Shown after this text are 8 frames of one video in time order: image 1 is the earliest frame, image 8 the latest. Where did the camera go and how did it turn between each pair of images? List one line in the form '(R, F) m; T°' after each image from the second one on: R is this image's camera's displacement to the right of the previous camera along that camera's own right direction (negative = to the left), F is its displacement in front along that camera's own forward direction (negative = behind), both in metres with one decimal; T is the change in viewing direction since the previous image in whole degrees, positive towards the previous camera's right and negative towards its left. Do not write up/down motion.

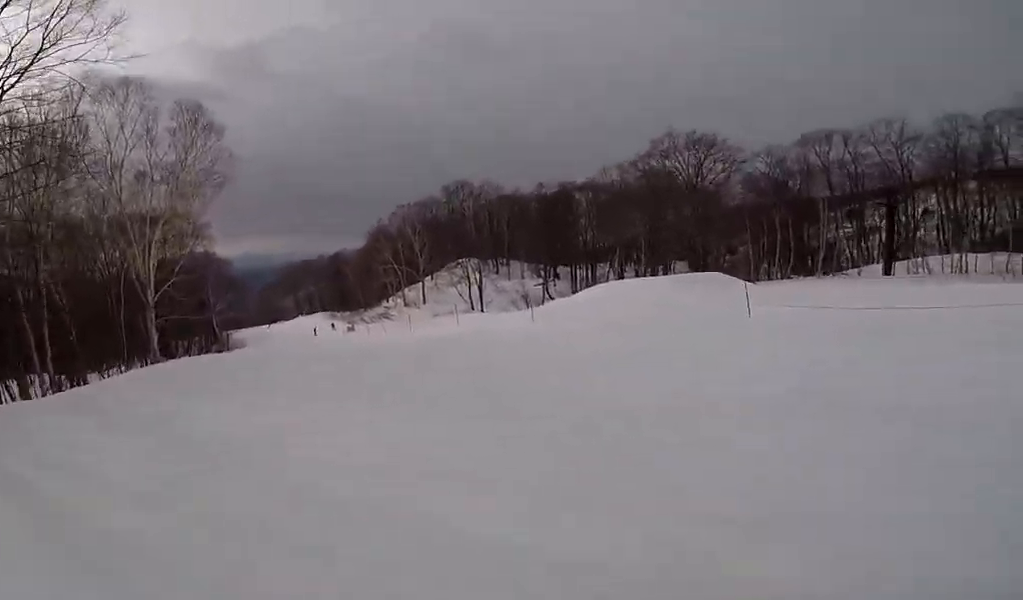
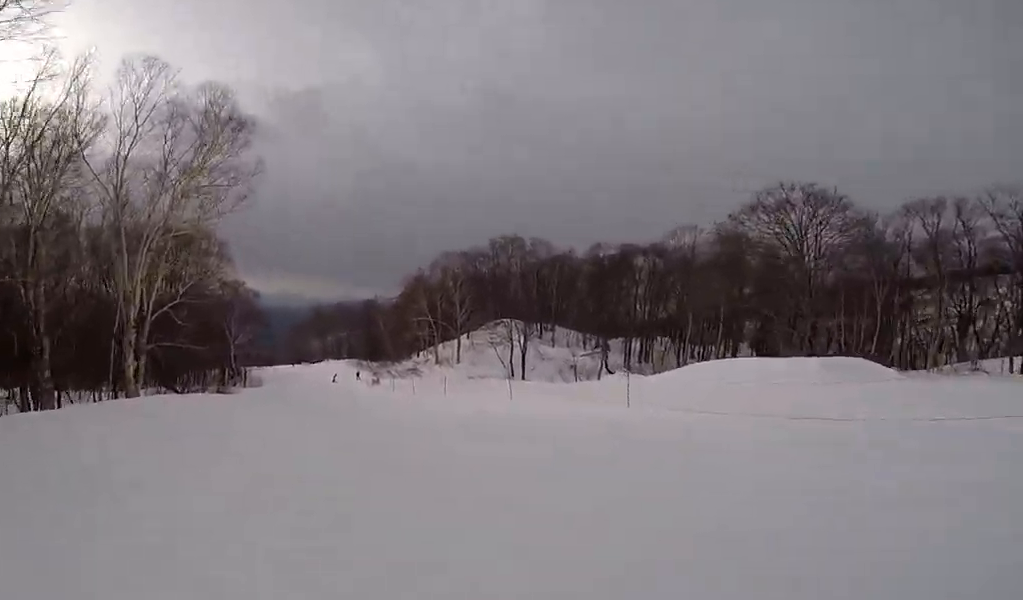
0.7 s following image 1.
(+0.9, +6.6) m; 0°
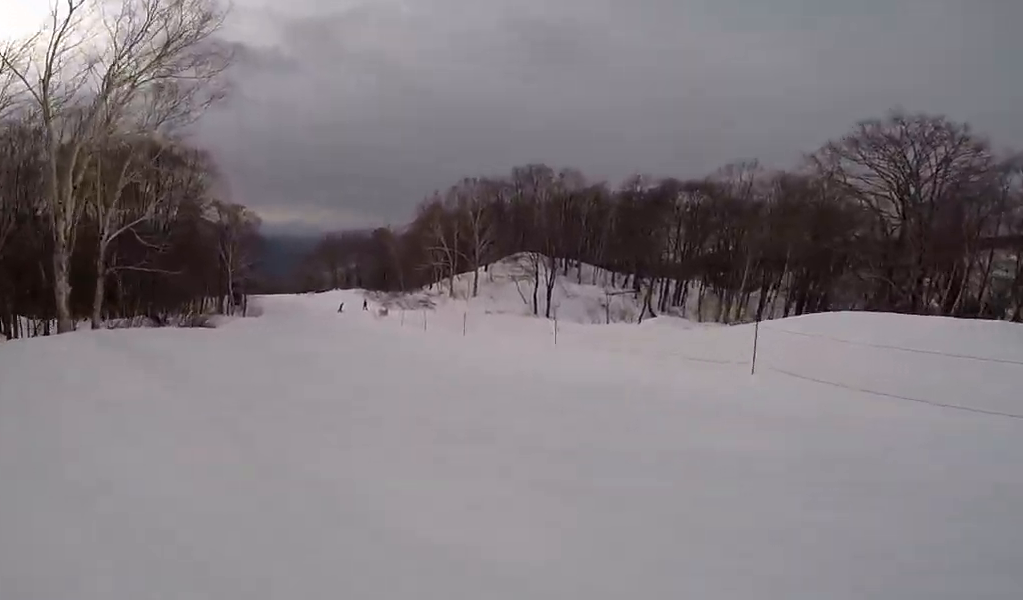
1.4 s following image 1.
(-0.7, +5.6) m; -11°
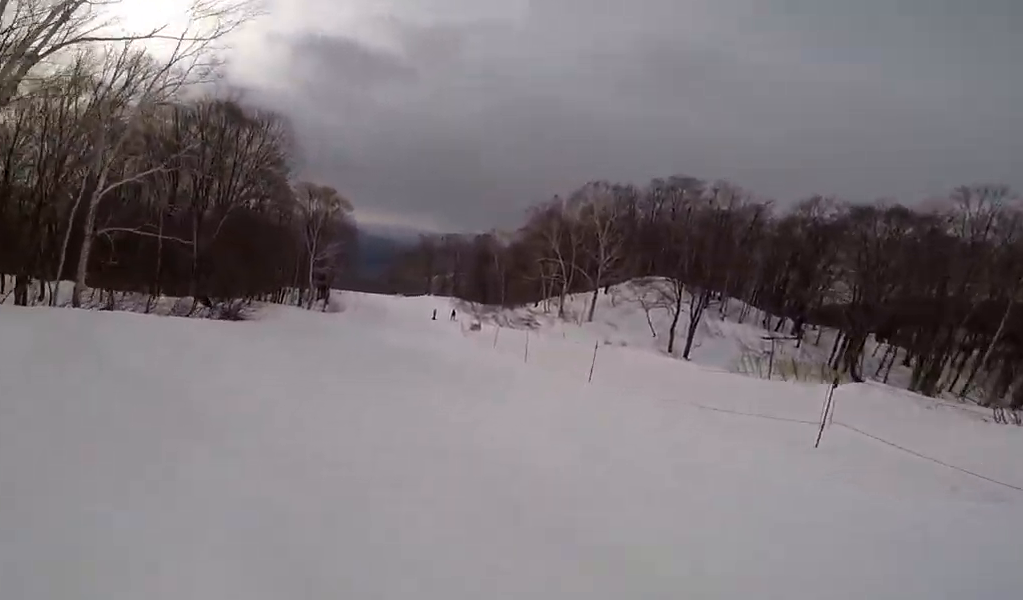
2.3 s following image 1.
(-1.4, +8.7) m; -11°
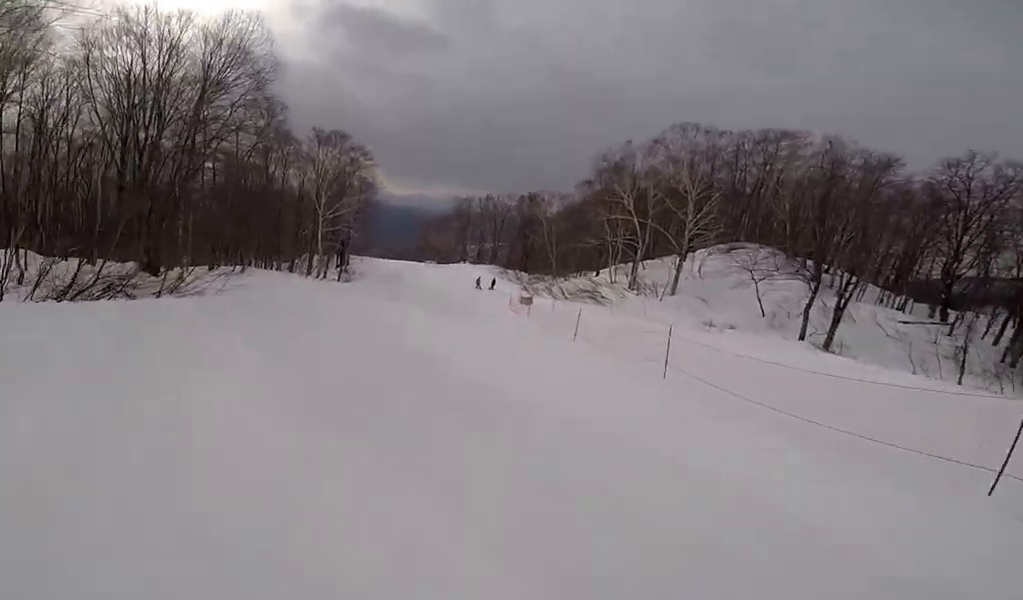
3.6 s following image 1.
(-0.3, +12.2) m; +6°
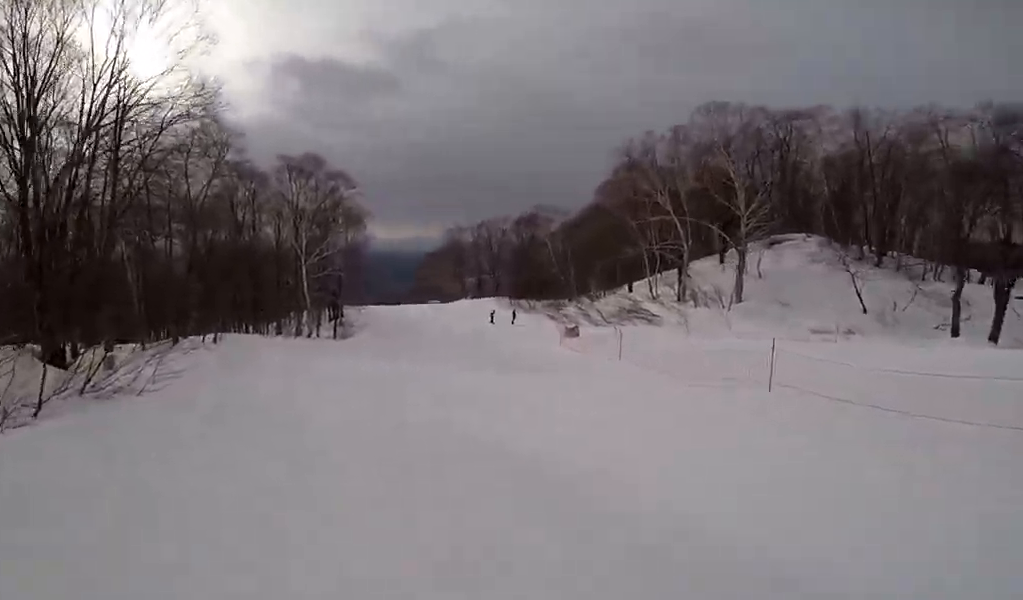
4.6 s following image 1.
(+0.9, +10.0) m; +2°
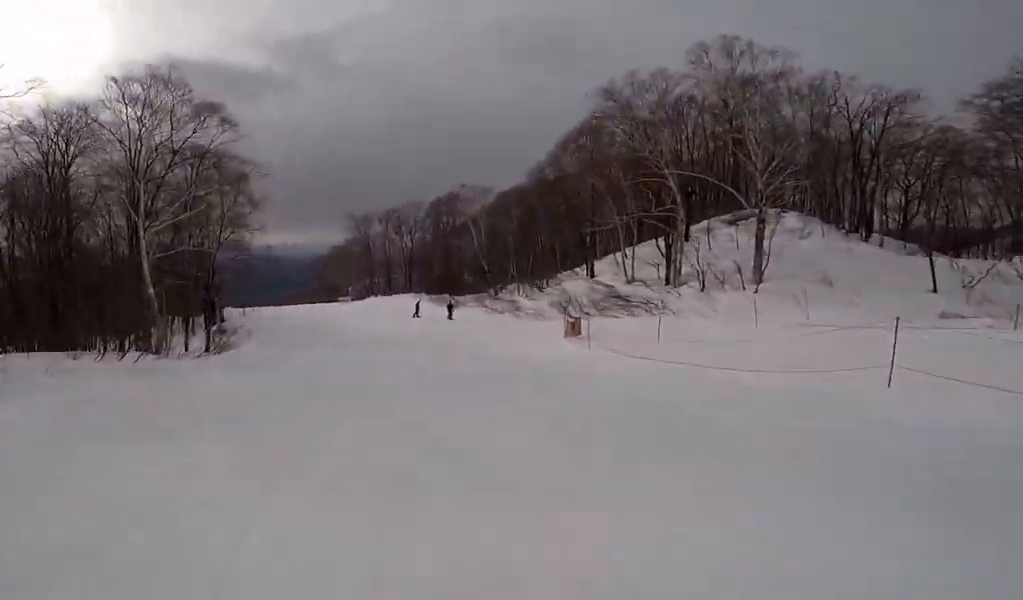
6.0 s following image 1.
(-0.5, +14.6) m; +1°
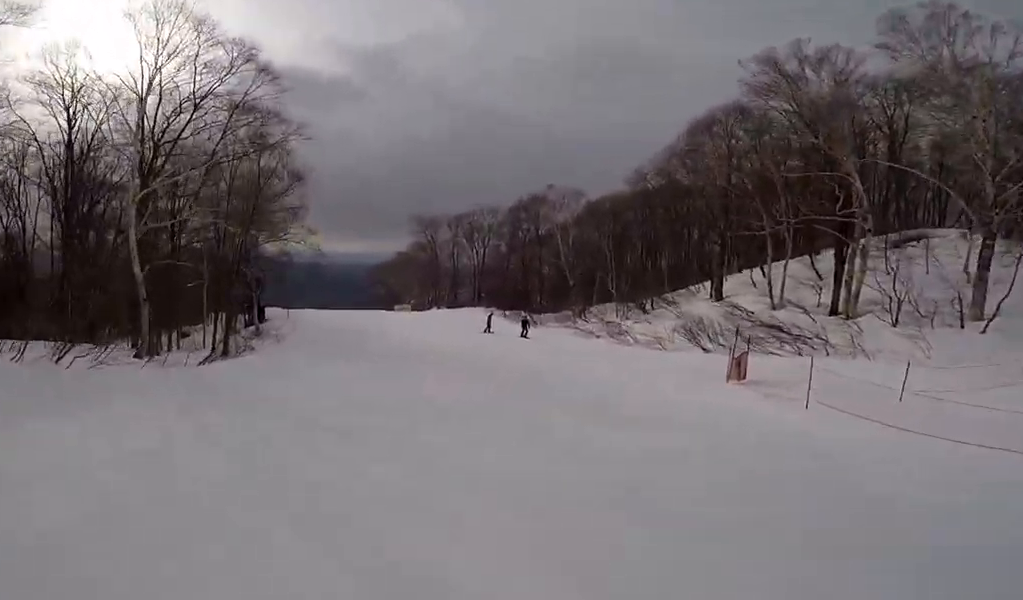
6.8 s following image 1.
(+0.6, +7.0) m; +2°
